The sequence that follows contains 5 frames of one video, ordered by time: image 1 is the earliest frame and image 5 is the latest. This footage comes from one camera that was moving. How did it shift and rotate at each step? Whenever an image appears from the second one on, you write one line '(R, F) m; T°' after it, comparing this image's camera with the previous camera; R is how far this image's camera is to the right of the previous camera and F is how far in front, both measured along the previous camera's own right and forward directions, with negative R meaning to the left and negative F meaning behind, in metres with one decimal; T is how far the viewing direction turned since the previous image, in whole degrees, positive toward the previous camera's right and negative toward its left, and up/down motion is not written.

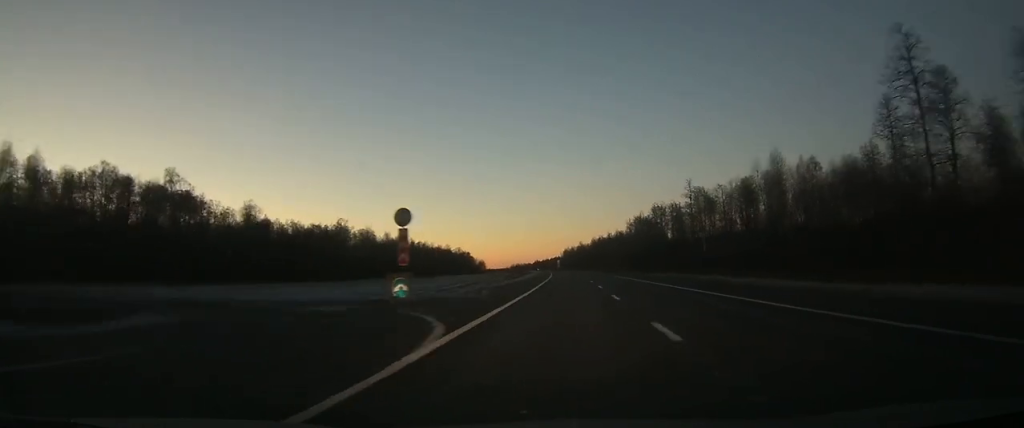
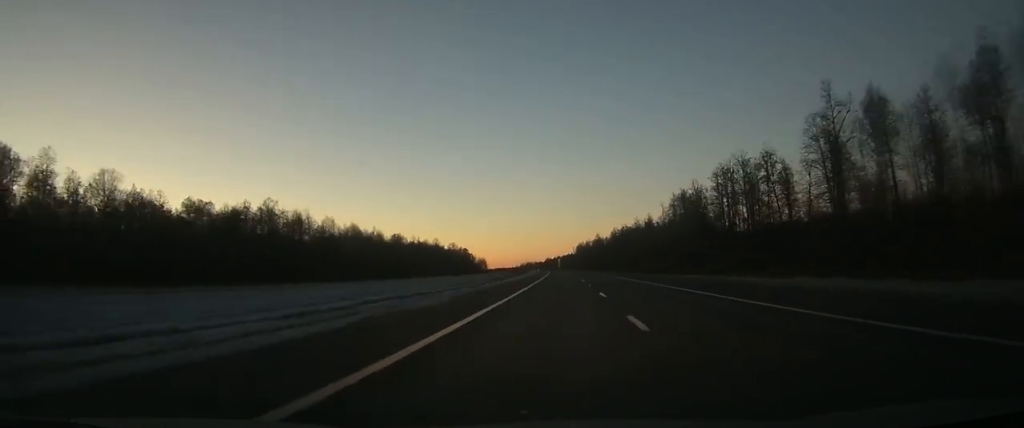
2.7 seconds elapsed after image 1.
(-0.9, +81.9) m; -2°
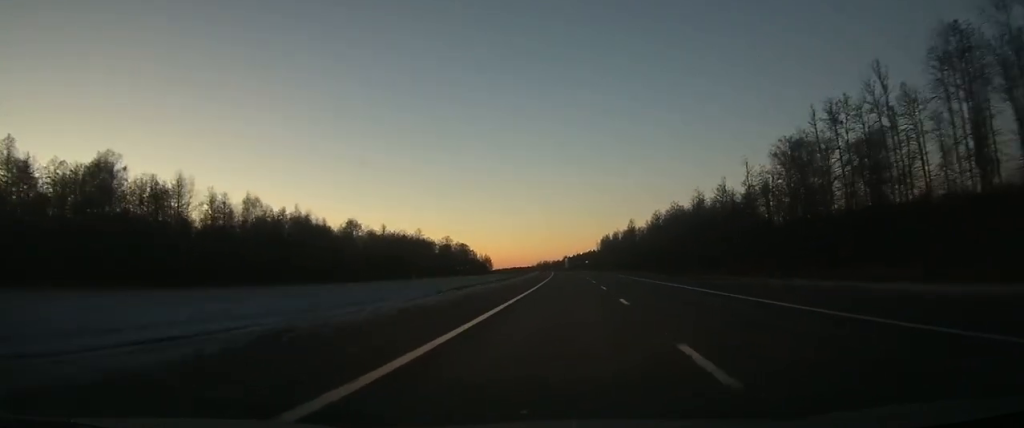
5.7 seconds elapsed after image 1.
(-1.6, +88.4) m; -2°
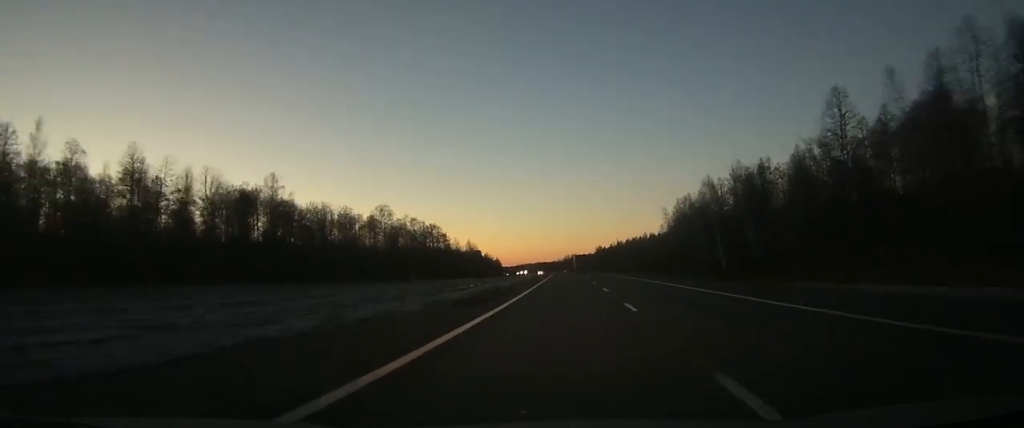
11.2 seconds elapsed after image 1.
(-5.1, +168.5) m; -3°
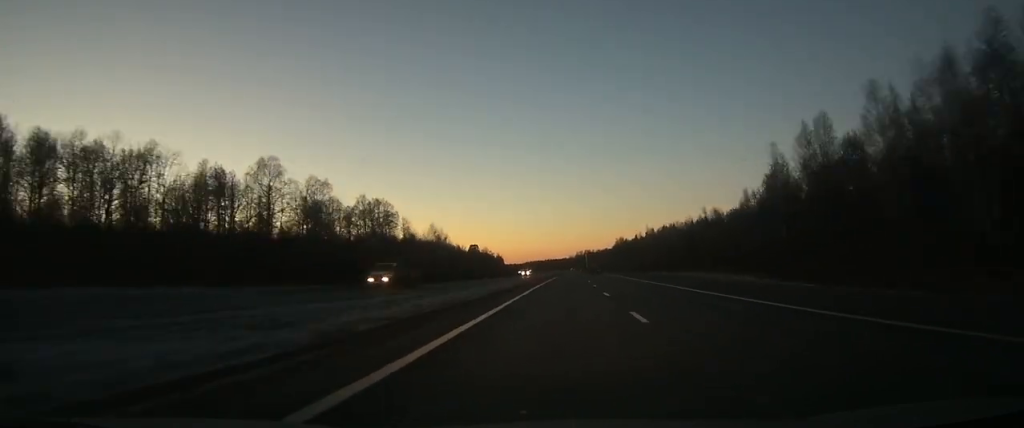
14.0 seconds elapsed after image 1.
(-0.9, +86.1) m; -1°
